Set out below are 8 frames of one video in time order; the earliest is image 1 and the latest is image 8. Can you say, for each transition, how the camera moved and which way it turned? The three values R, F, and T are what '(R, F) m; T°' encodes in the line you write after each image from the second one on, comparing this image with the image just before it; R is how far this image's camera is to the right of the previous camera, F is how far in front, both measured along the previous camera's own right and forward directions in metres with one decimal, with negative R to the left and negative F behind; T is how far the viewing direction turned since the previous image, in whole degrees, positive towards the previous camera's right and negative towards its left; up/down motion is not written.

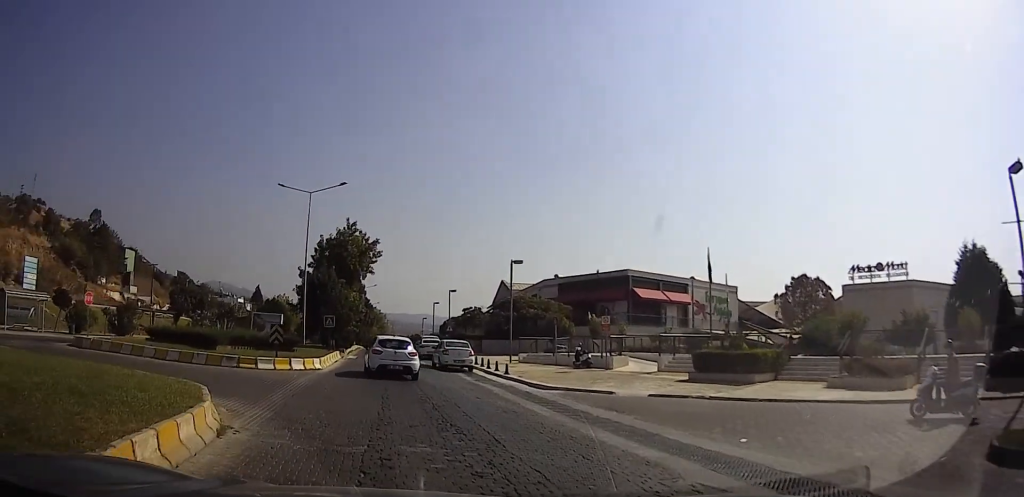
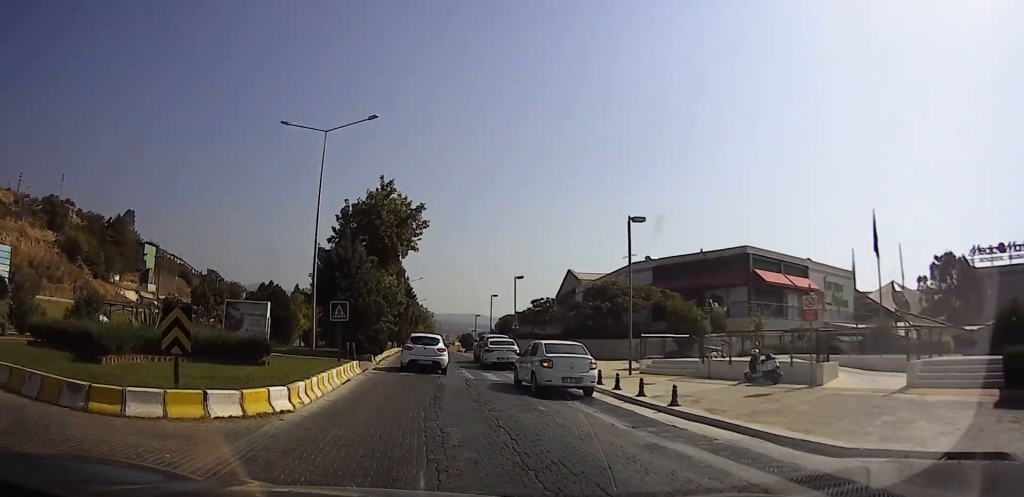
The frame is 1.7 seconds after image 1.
(-2.9, +12.8) m; -17°
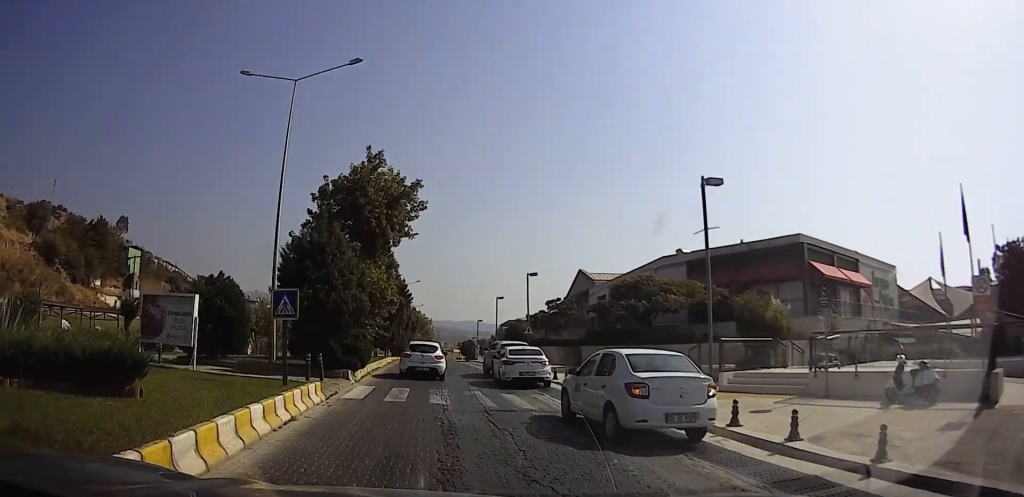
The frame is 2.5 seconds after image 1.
(-0.2, +8.0) m; -1°
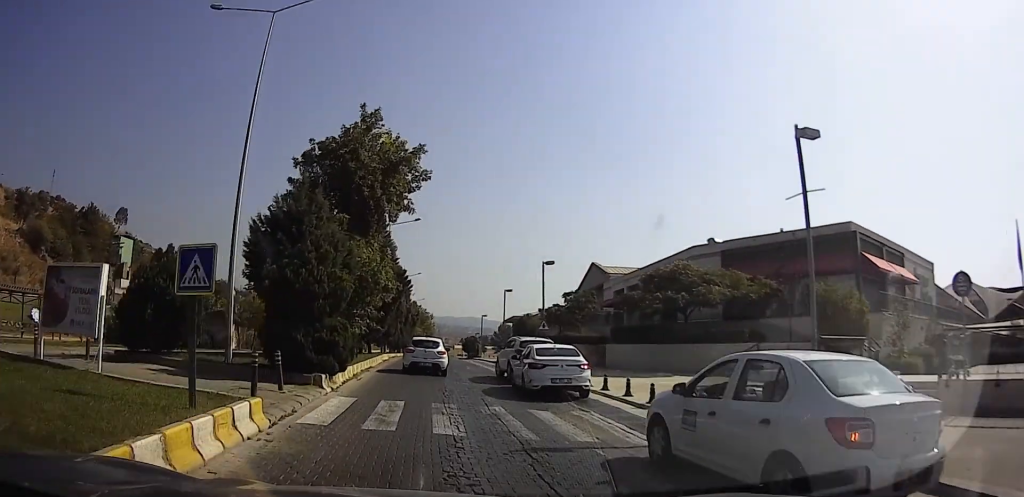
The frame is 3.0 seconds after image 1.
(+0.1, +5.4) m; 0°
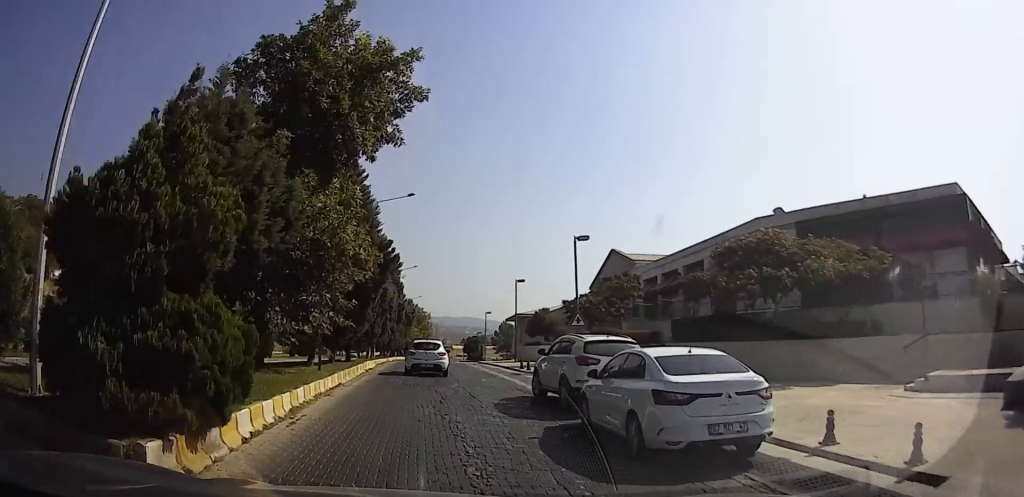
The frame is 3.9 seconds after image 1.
(-0.2, +9.1) m; -2°
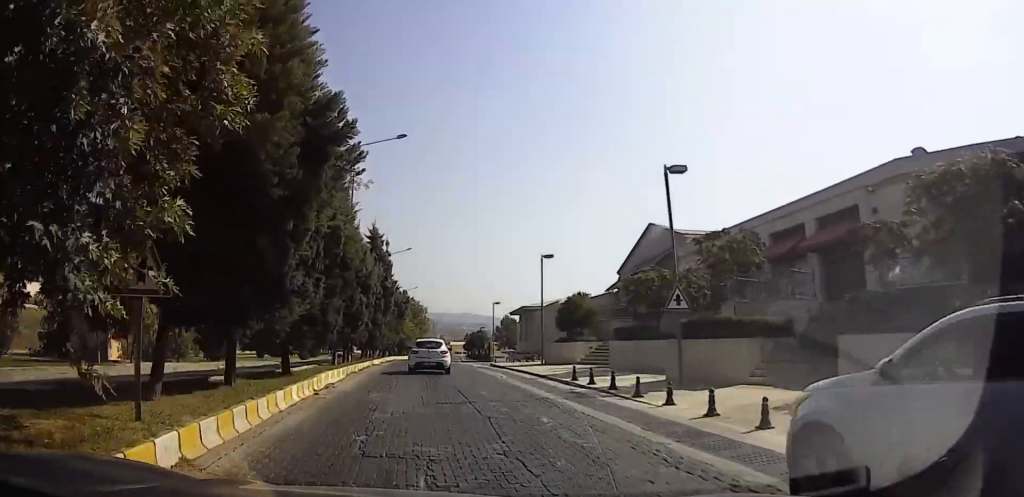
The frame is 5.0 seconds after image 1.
(-0.2, +11.4) m; -1°
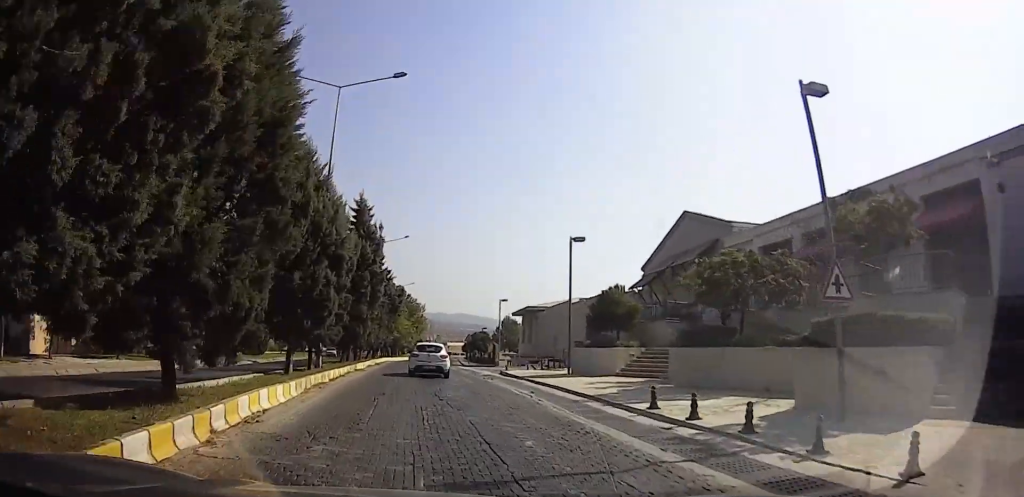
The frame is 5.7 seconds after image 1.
(0.0, +7.2) m; +3°
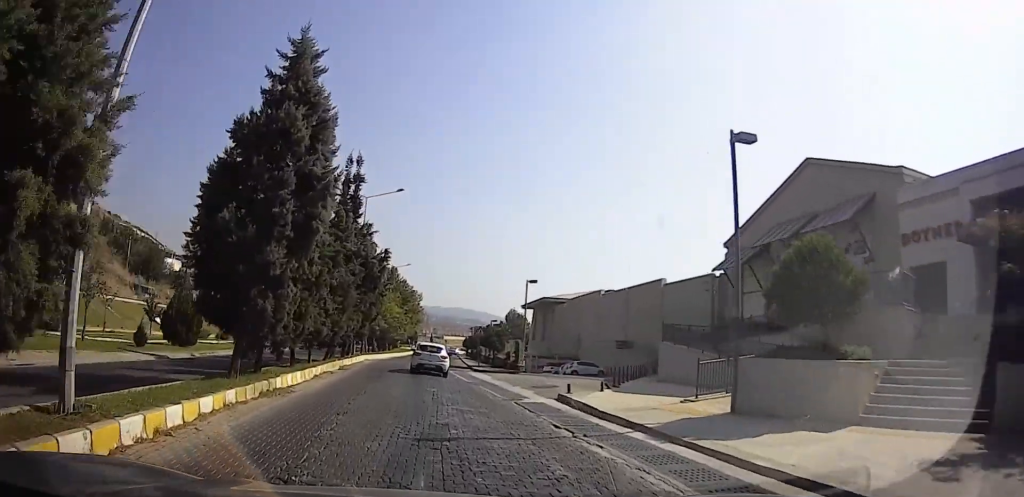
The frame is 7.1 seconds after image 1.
(+1.1, +15.4) m; -1°
